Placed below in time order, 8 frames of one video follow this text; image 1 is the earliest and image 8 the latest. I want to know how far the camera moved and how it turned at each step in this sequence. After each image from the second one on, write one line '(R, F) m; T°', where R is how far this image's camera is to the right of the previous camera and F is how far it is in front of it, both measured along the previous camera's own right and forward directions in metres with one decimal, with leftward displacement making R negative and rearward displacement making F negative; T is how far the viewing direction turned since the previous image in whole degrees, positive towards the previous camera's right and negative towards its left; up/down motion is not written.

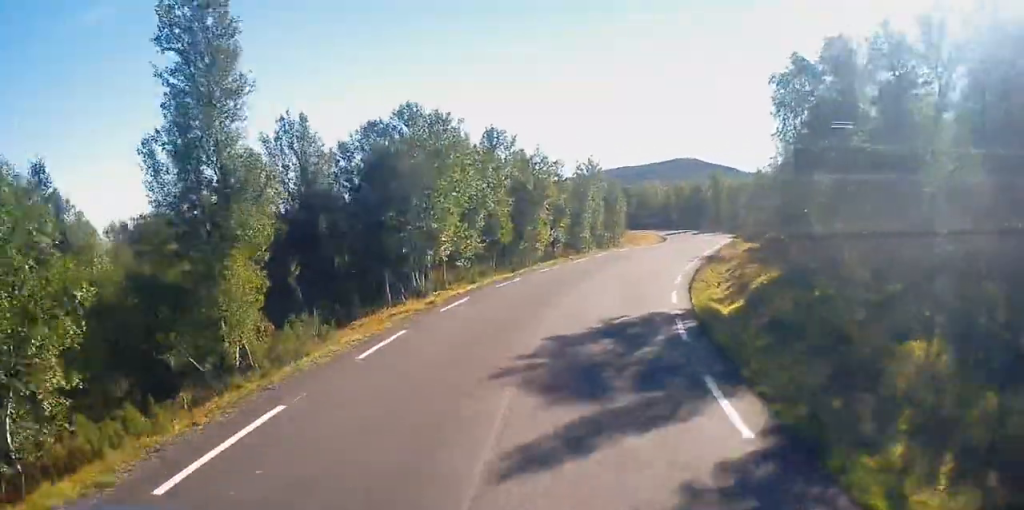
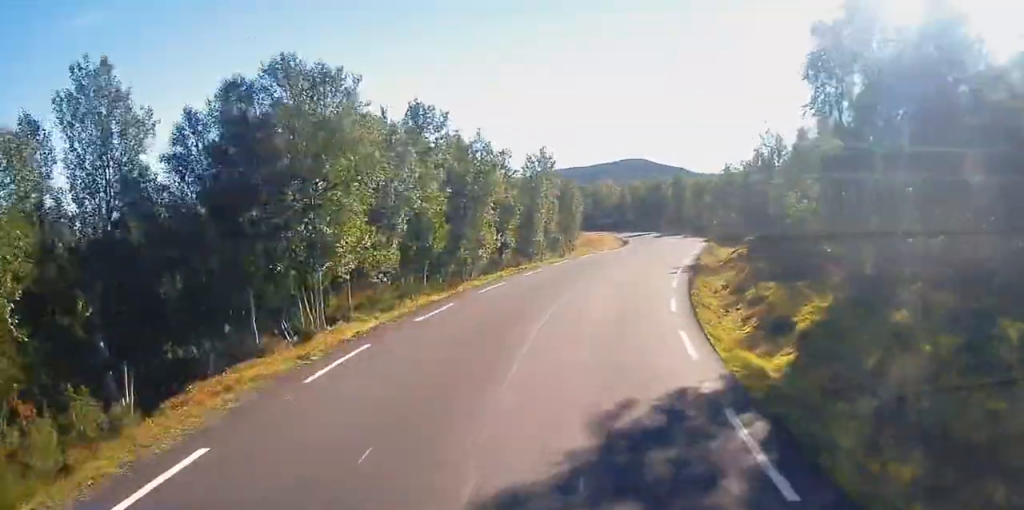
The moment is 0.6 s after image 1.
(+0.5, +7.6) m; +3°
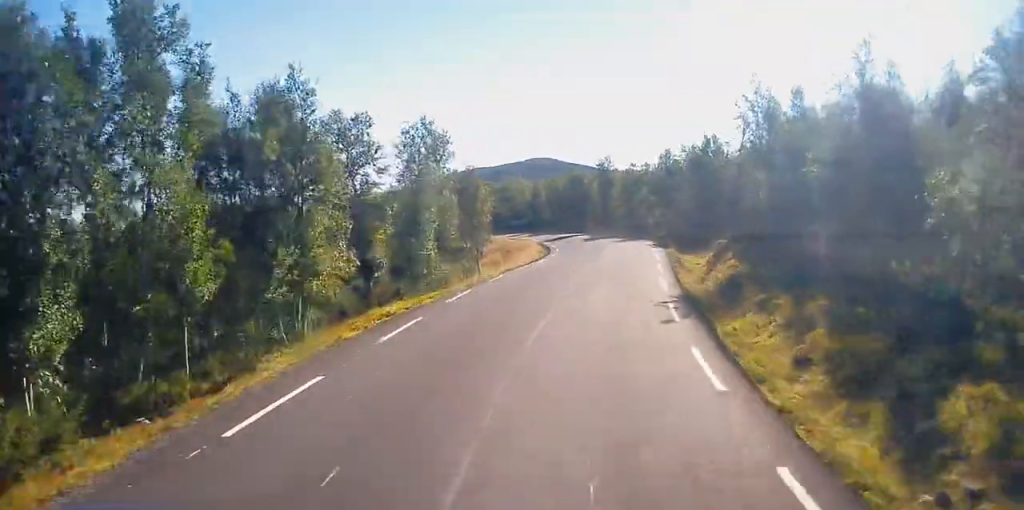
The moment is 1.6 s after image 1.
(+0.2, +14.2) m; +5°
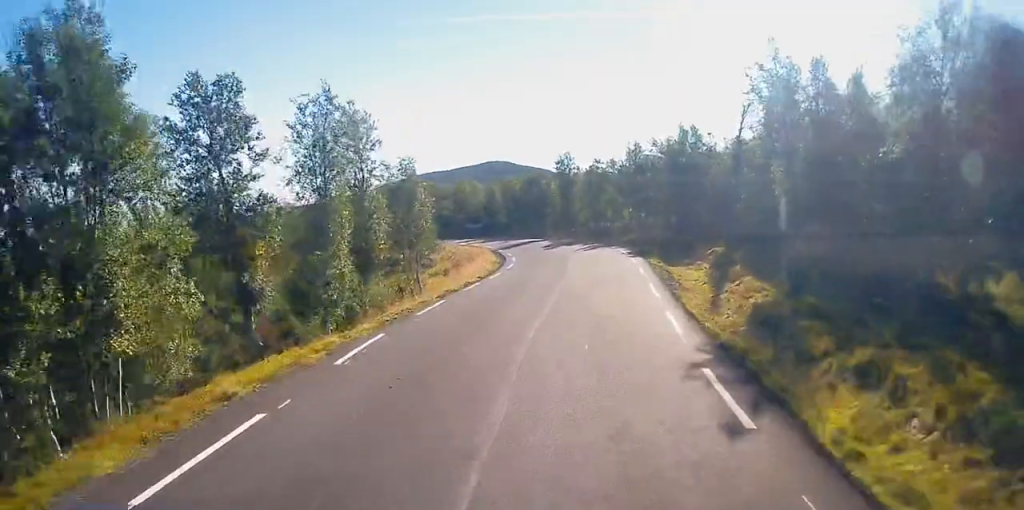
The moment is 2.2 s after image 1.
(+0.4, +7.7) m; +2°
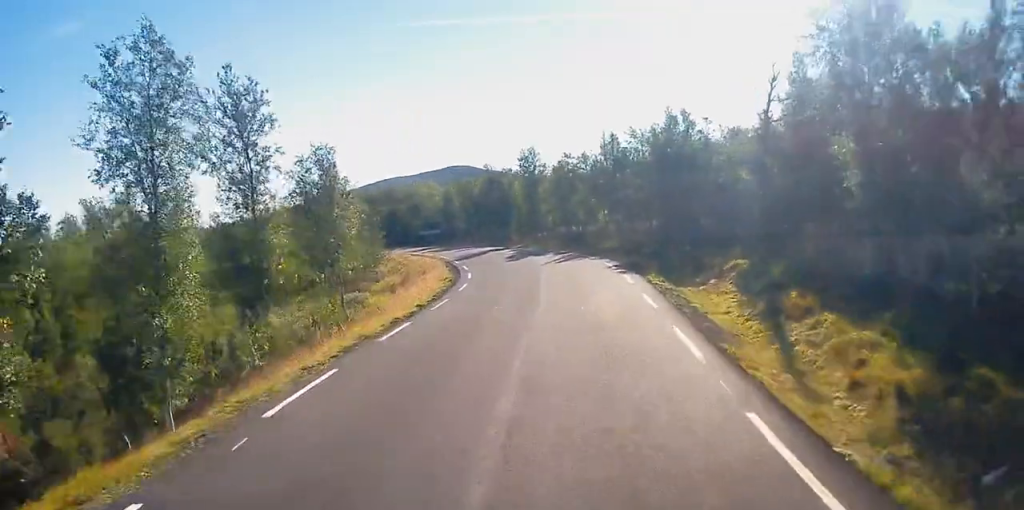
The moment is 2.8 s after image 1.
(+0.5, +8.6) m; +1°
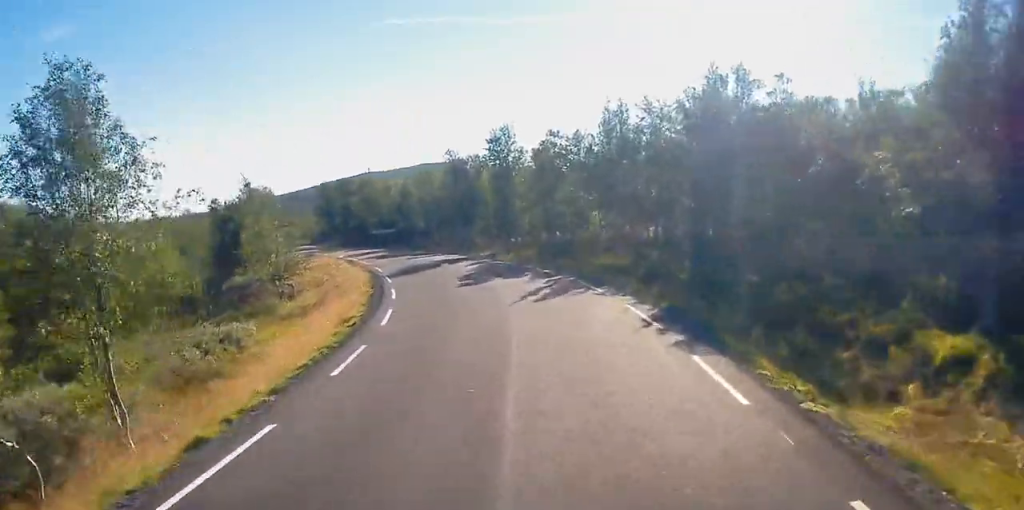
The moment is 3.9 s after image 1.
(-0.4, +14.4) m; 0°
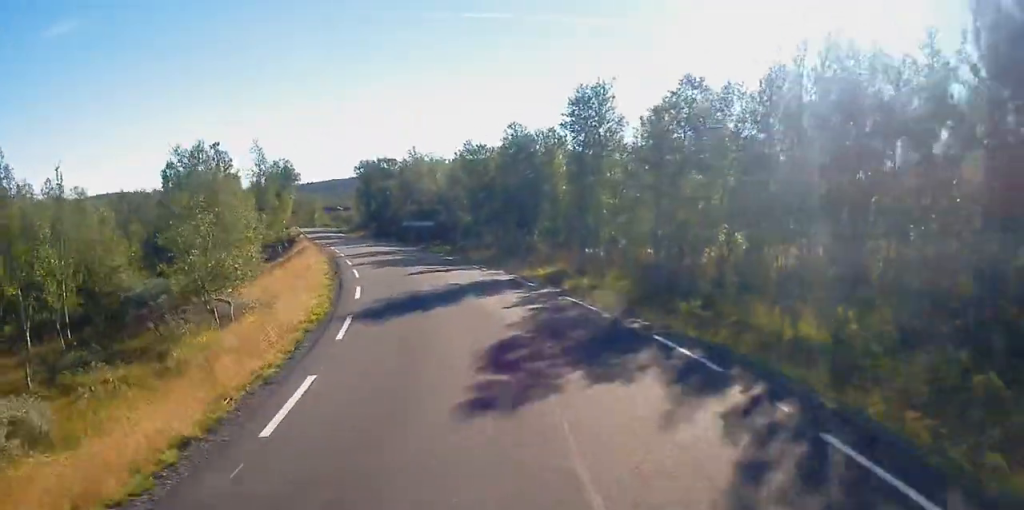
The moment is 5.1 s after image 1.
(+0.3, +16.0) m; -2°
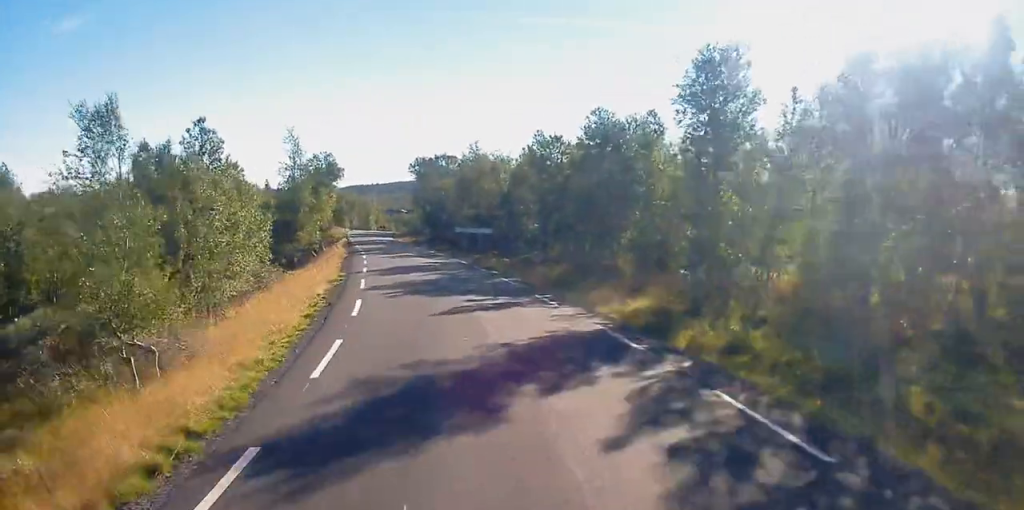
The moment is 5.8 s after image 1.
(-0.1, +9.5) m; -5°
